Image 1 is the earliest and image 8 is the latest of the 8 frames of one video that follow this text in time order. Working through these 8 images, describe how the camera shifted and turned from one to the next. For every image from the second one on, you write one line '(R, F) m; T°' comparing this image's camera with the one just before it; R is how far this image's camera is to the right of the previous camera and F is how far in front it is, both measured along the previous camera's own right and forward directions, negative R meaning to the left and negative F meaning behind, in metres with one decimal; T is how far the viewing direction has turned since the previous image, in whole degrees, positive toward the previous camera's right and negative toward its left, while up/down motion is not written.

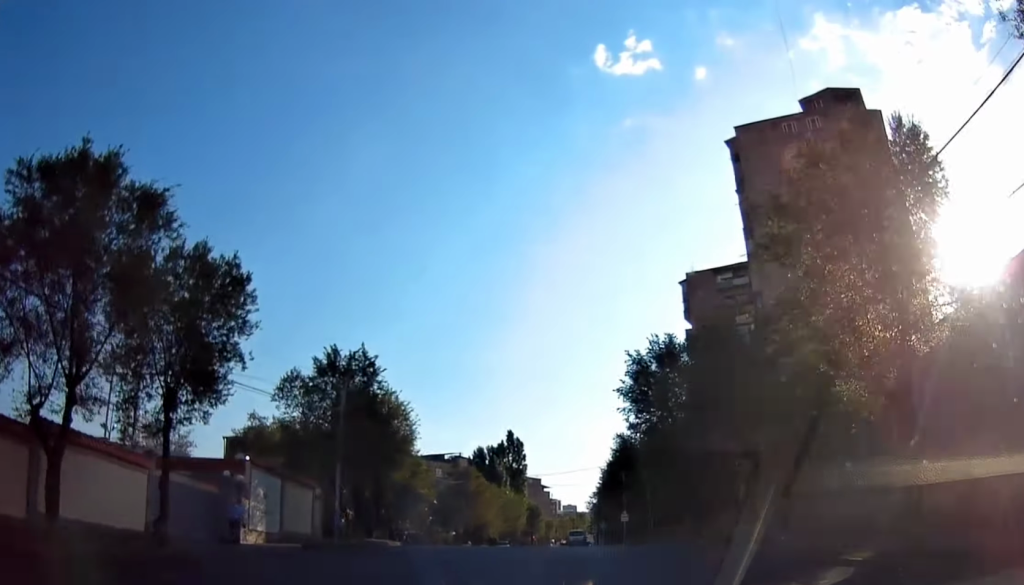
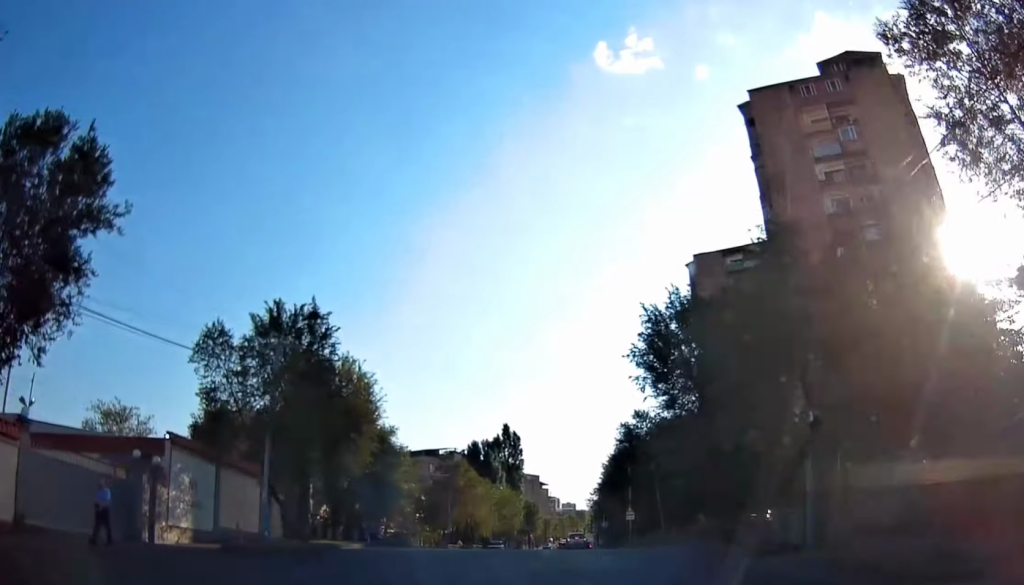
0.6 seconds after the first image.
(+0.2, +7.1) m; +2°
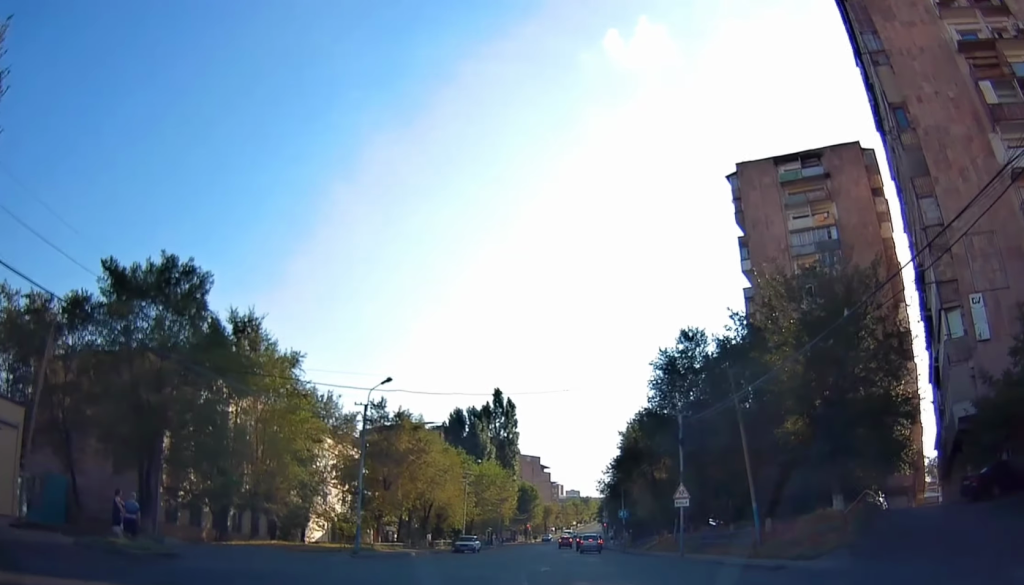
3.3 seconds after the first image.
(-0.1, +25.3) m; -2°
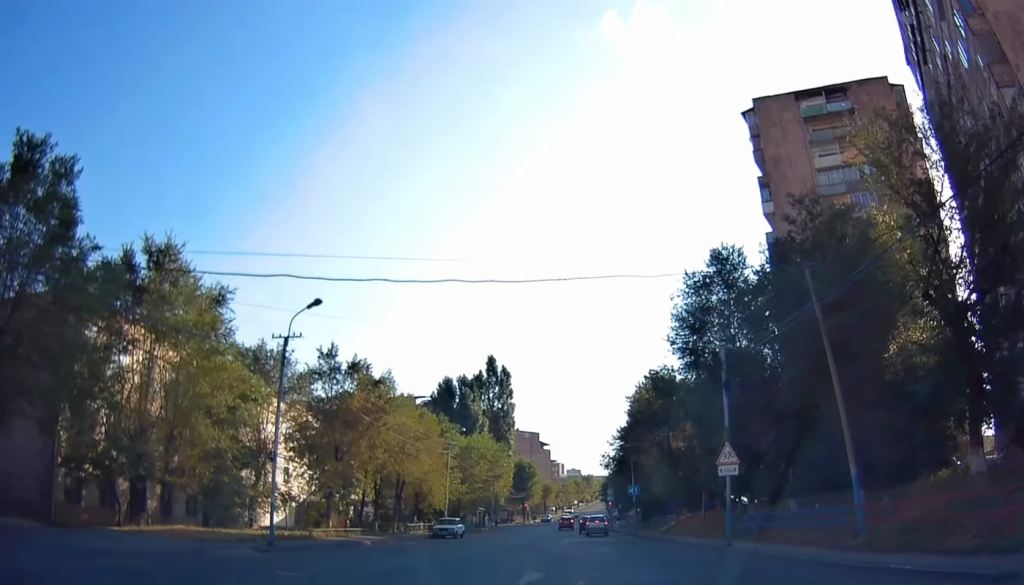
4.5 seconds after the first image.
(-0.1, +9.6) m; 0°
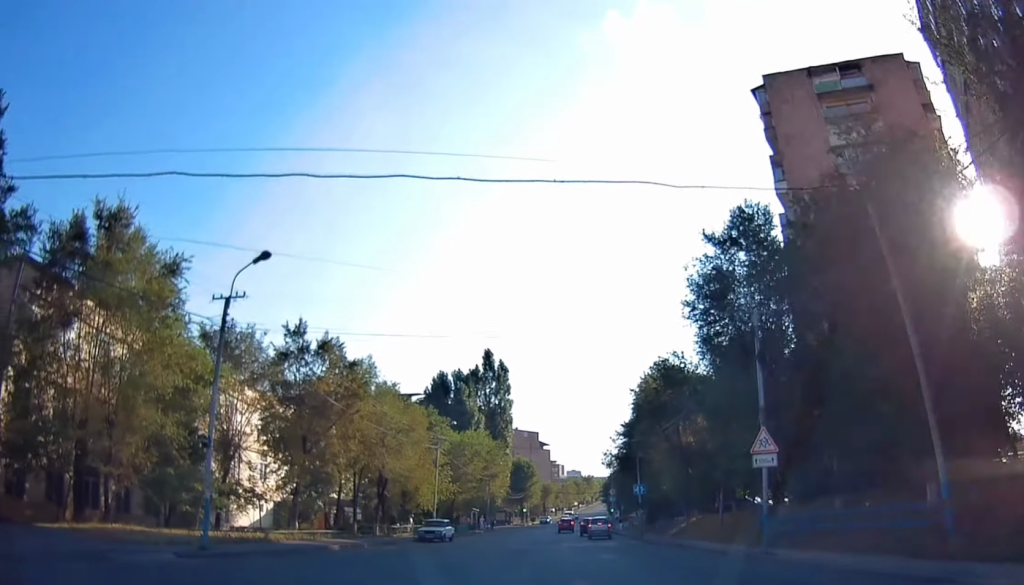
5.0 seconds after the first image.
(0.0, +4.4) m; +1°
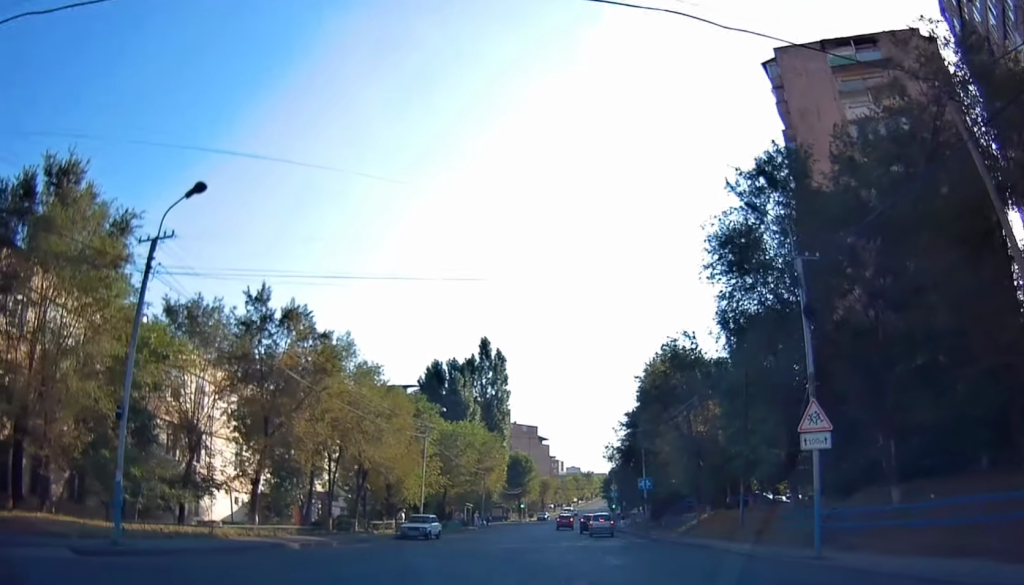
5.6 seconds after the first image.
(0.0, +4.1) m; +1°
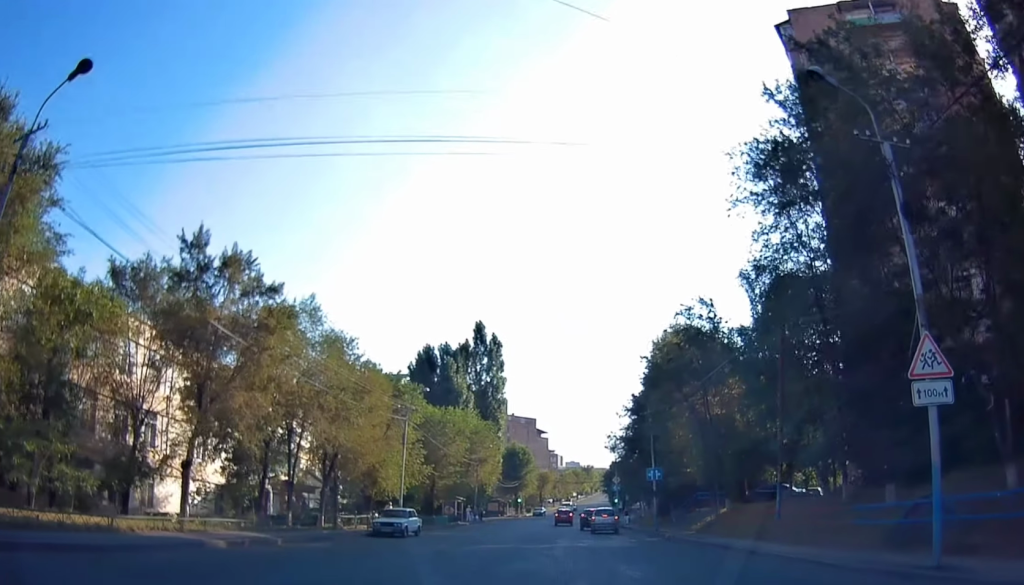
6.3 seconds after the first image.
(+0.2, +5.3) m; -2°
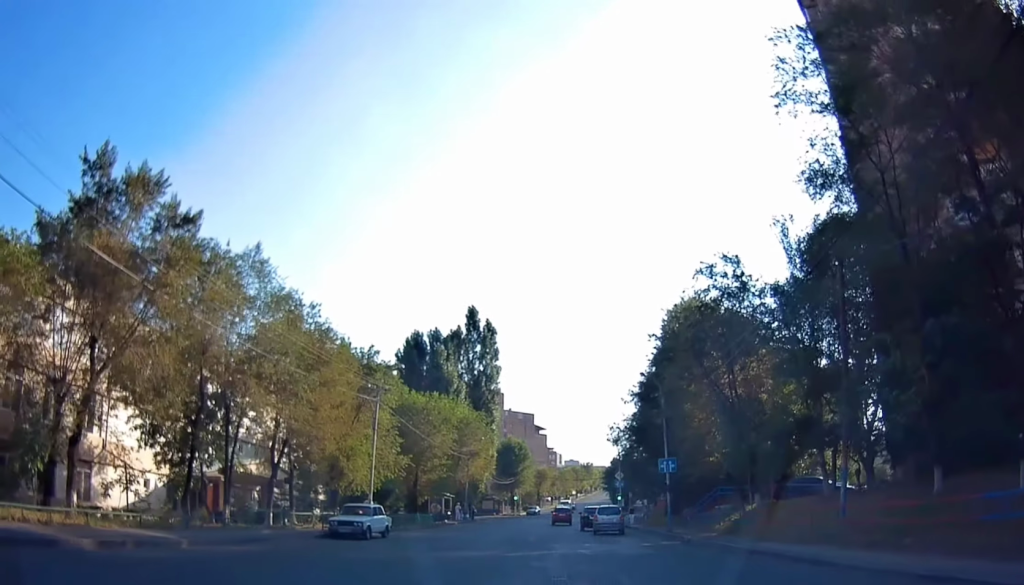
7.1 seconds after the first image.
(-0.2, +5.9) m; 0°
